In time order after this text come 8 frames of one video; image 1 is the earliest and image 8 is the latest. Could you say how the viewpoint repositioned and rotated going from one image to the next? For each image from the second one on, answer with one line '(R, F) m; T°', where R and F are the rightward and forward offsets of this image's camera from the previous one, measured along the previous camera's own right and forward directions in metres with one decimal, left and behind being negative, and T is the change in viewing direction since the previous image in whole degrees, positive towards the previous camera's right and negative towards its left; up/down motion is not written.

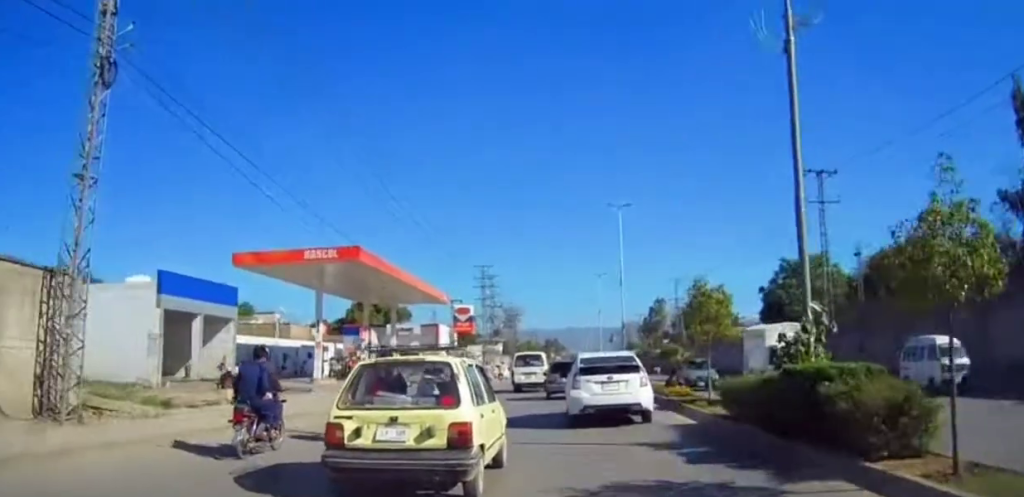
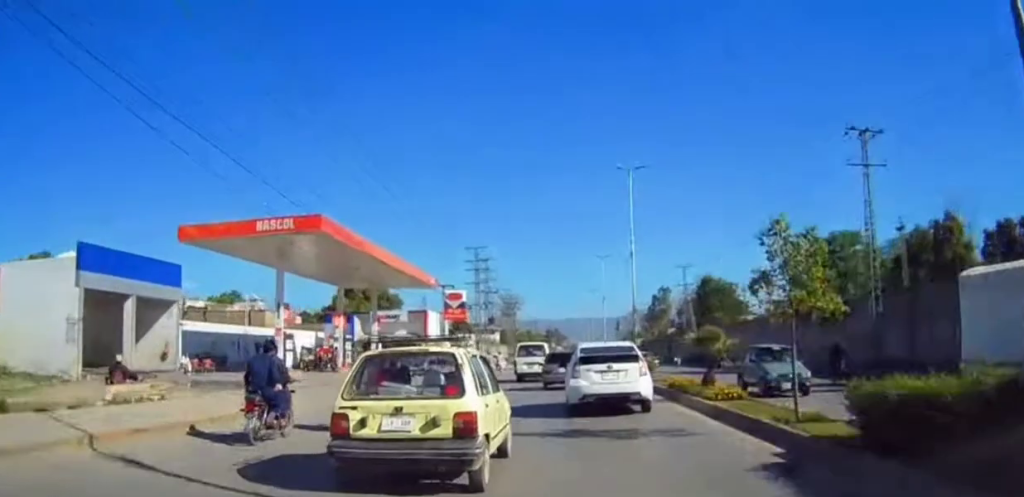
(+0.2, +6.5) m; 0°
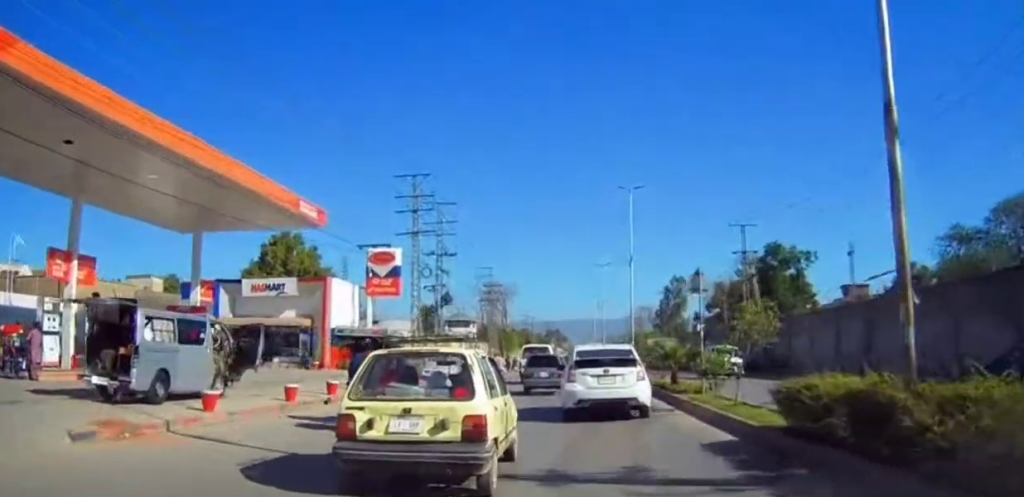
(+0.1, +27.3) m; +1°
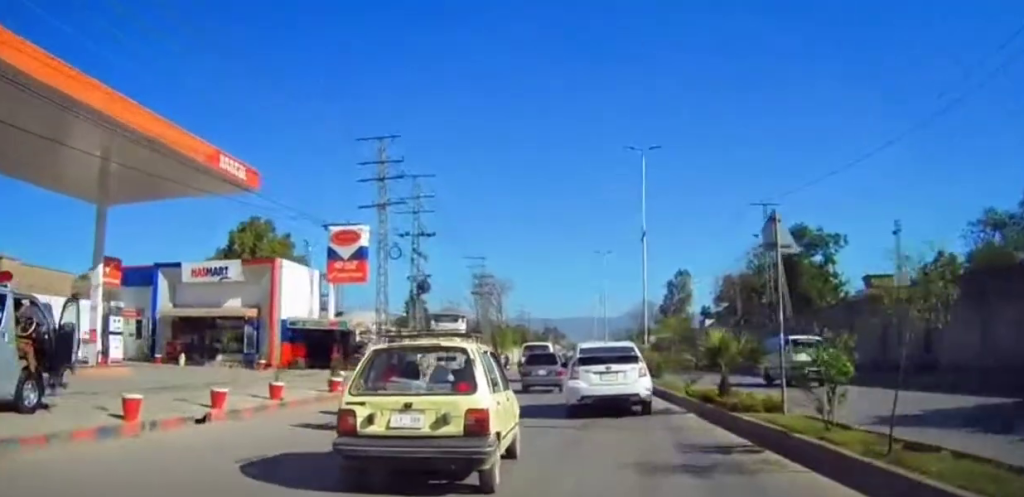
(+0.1, +6.8) m; 0°
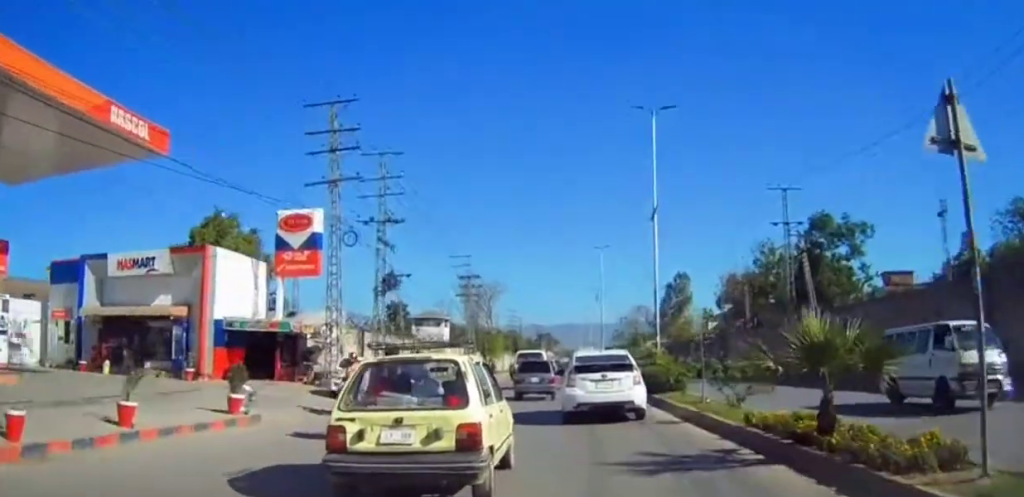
(0.0, +5.9) m; -1°
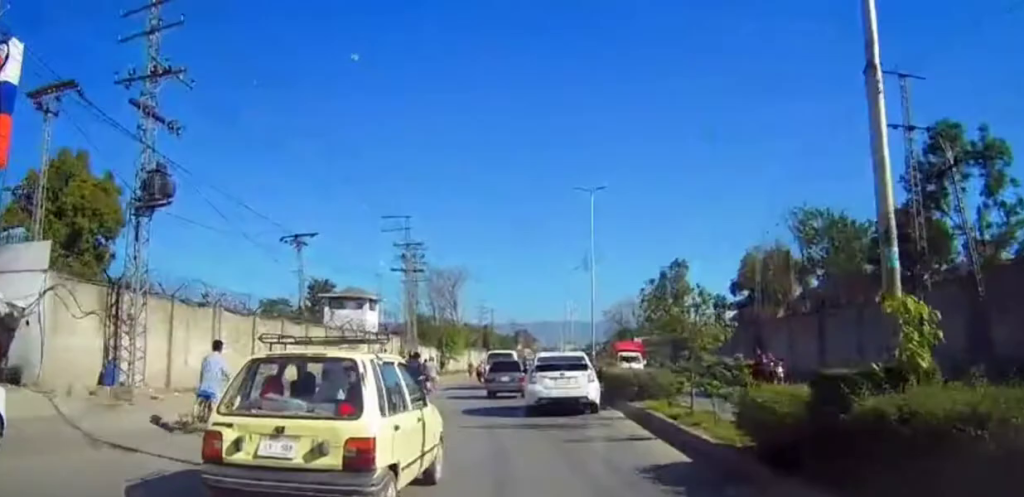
(-0.5, +19.6) m; -1°
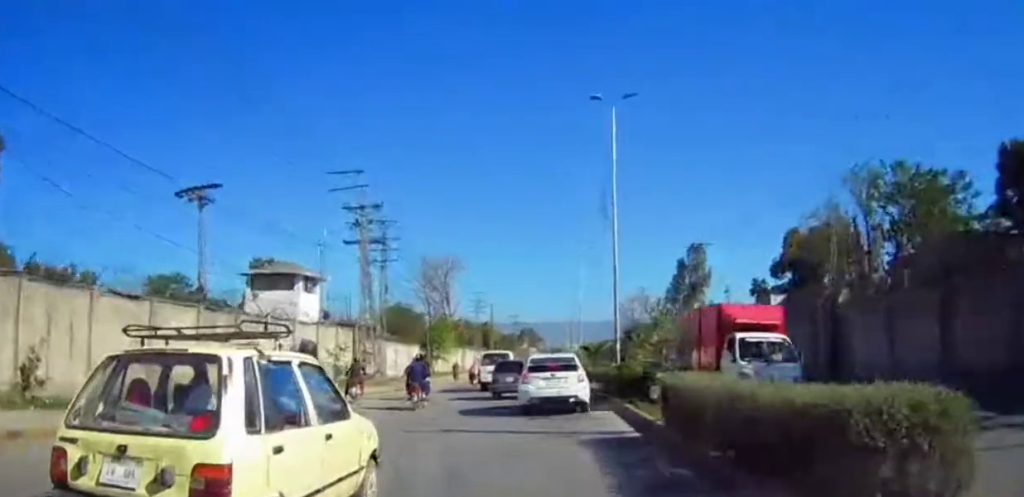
(+0.2, +13.3) m; +1°
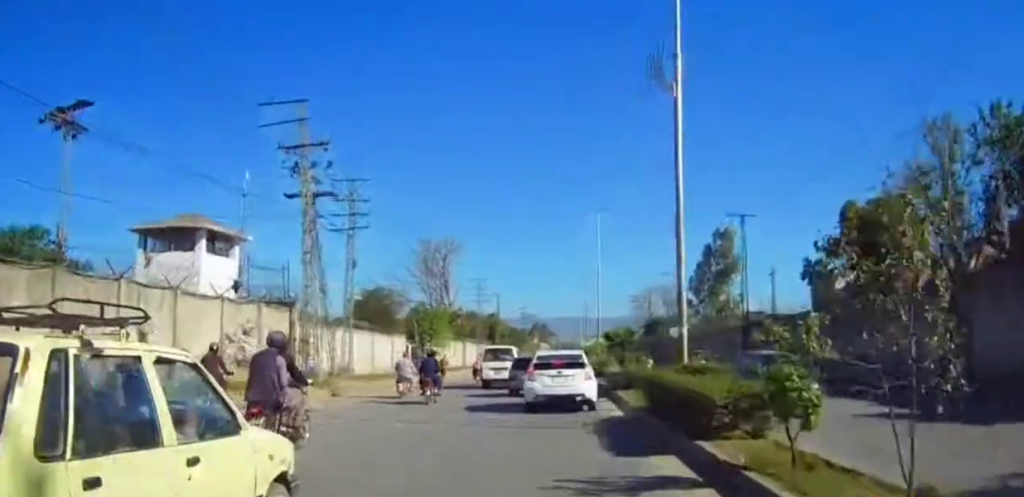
(0.0, +11.0) m; 0°
